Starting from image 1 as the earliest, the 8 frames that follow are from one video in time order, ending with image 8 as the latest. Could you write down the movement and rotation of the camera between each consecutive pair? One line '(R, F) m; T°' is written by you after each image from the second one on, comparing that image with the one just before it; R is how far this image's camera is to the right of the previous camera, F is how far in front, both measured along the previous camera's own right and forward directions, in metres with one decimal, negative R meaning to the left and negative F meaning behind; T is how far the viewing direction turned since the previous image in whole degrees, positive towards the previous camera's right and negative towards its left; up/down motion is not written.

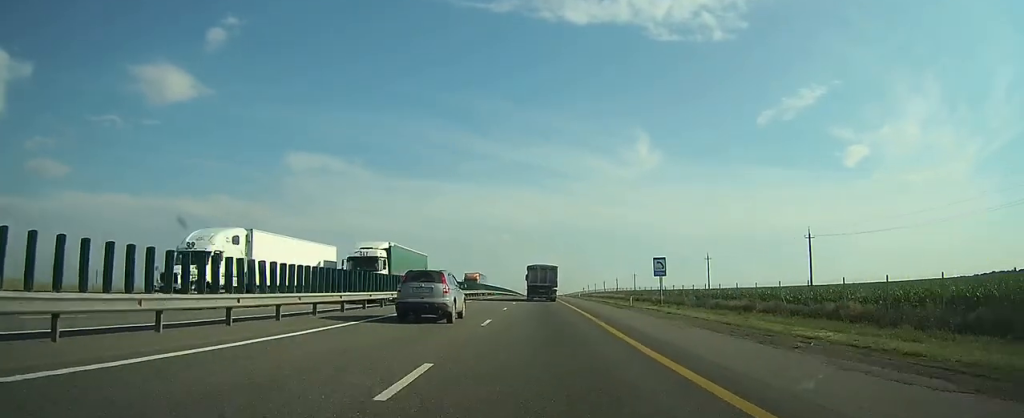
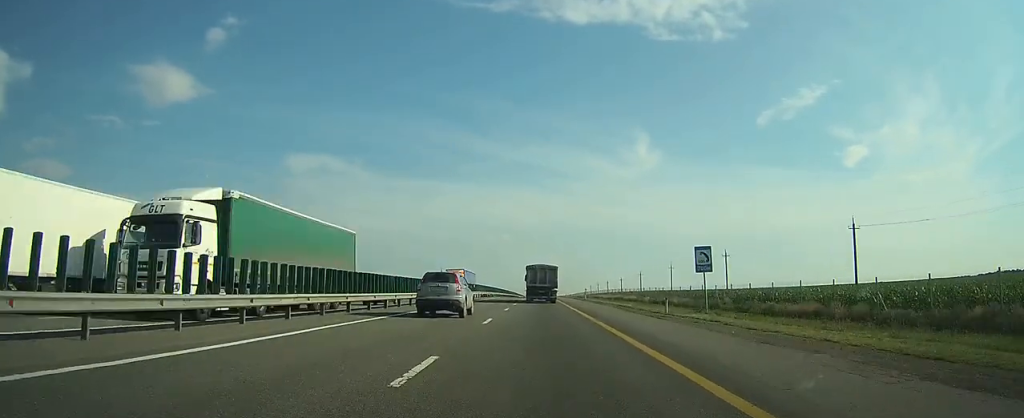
(0.0, +11.2) m; 0°
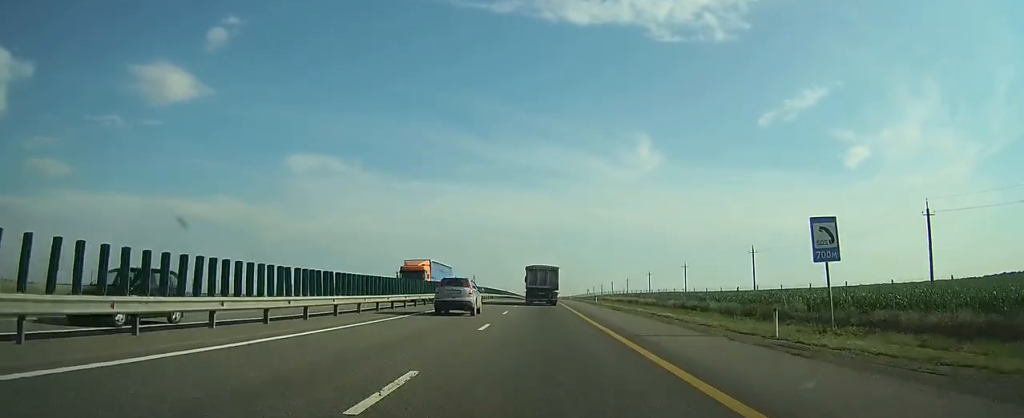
(0.0, +13.5) m; 0°
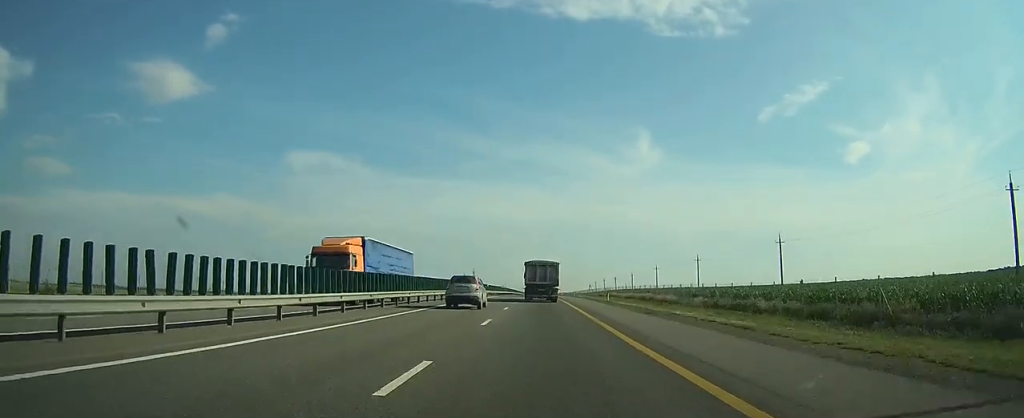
(0.0, +11.1) m; 0°
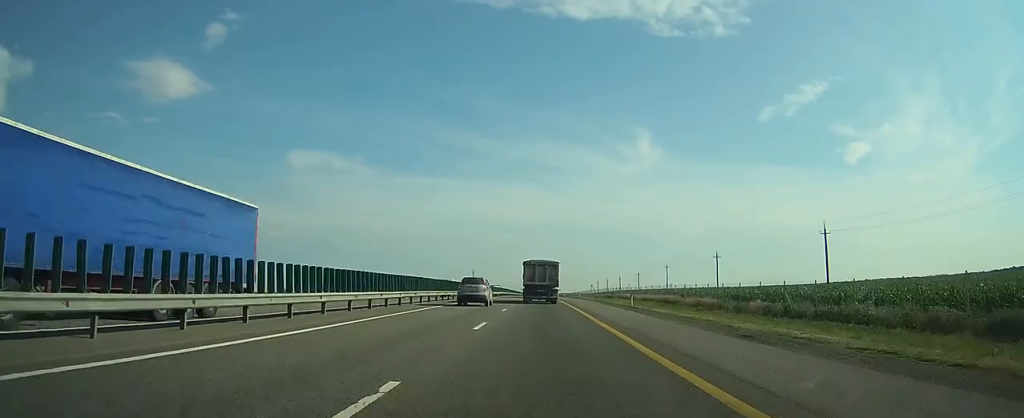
(0.0, +14.2) m; 0°
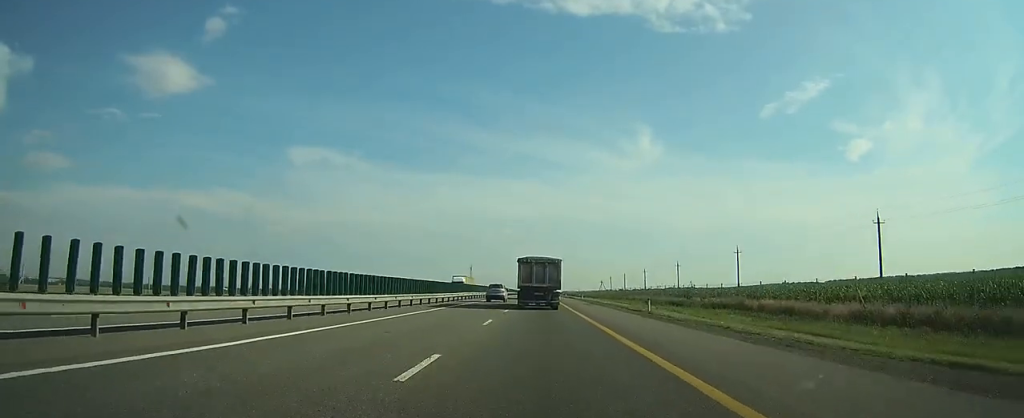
(+0.2, +57.1) m; 0°
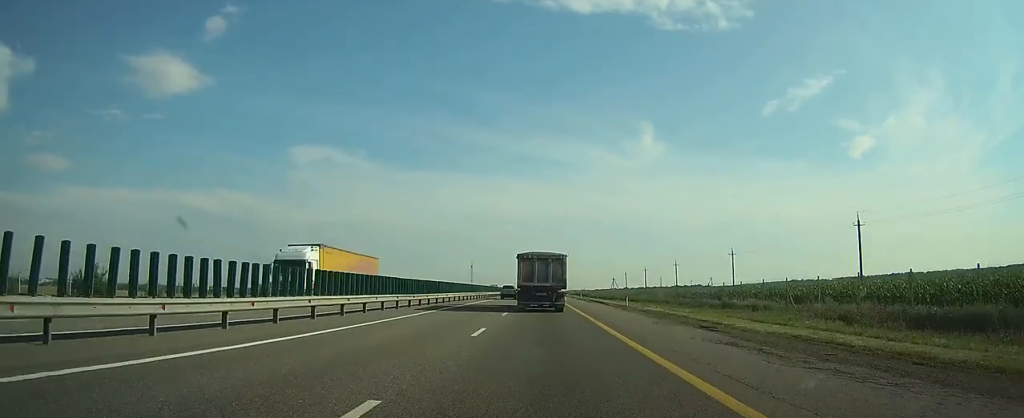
(-0.2, +40.6) m; -1°
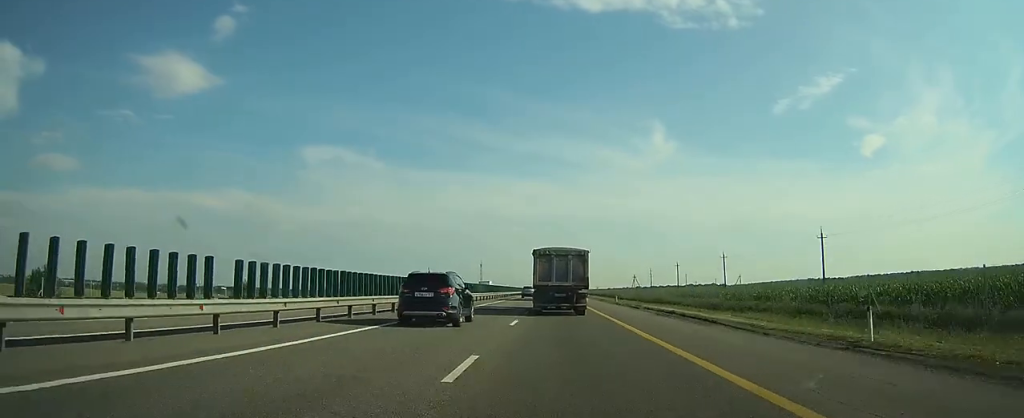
(-0.1, +31.5) m; 0°
